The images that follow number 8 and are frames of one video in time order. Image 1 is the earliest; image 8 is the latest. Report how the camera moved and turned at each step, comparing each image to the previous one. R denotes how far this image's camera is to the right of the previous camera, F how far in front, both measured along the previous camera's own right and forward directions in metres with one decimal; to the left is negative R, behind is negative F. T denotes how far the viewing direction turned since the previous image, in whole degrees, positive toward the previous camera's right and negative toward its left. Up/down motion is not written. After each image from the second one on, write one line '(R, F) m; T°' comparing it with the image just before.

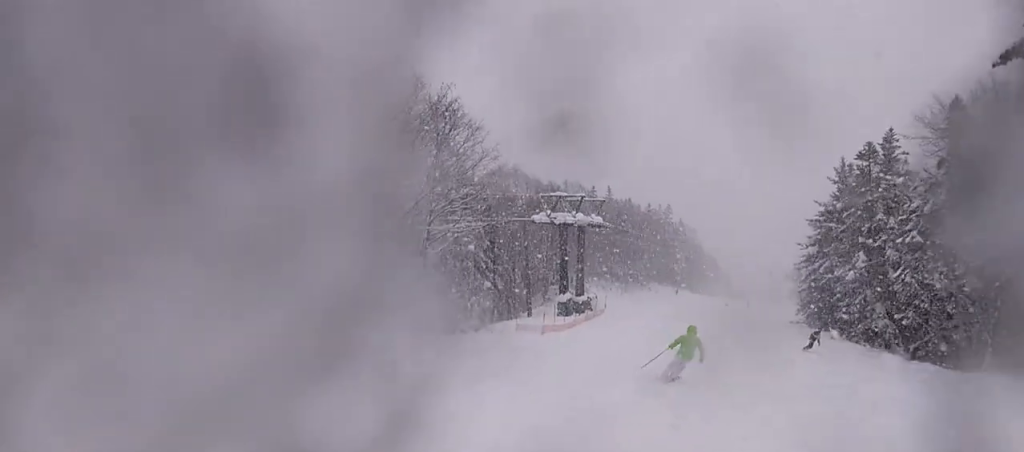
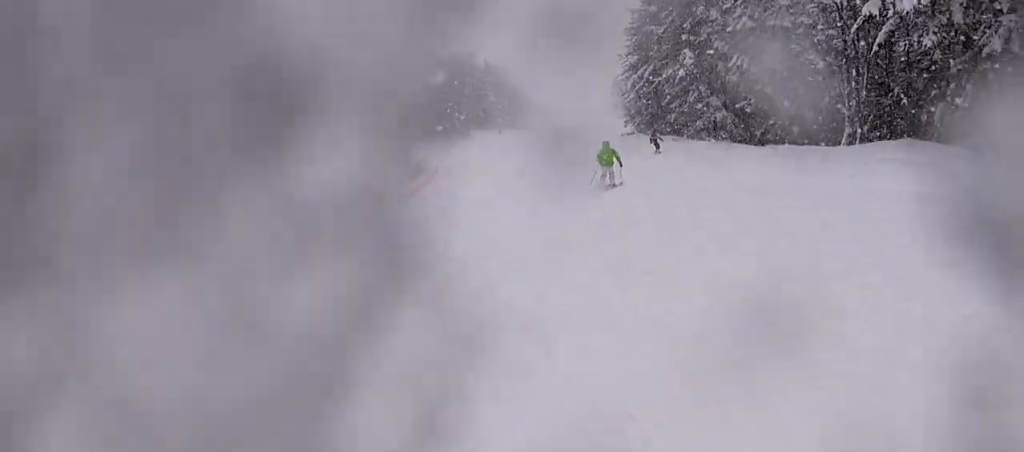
(+0.8, +2.9) m; +28°
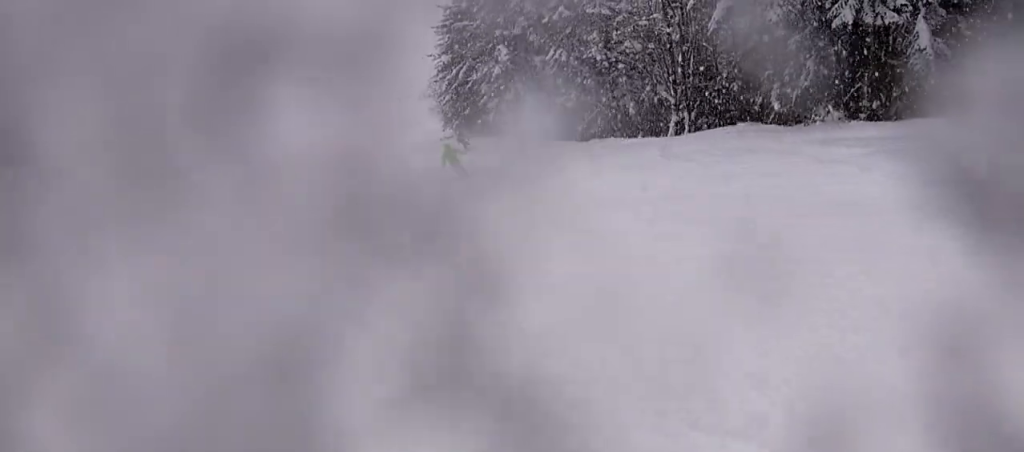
(+0.8, +3.0) m; +15°
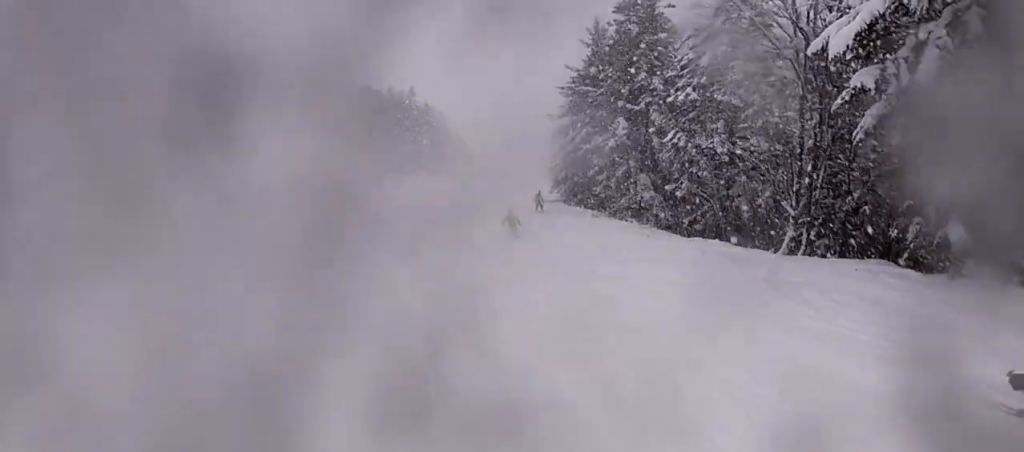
(+1.1, +3.1) m; -17°
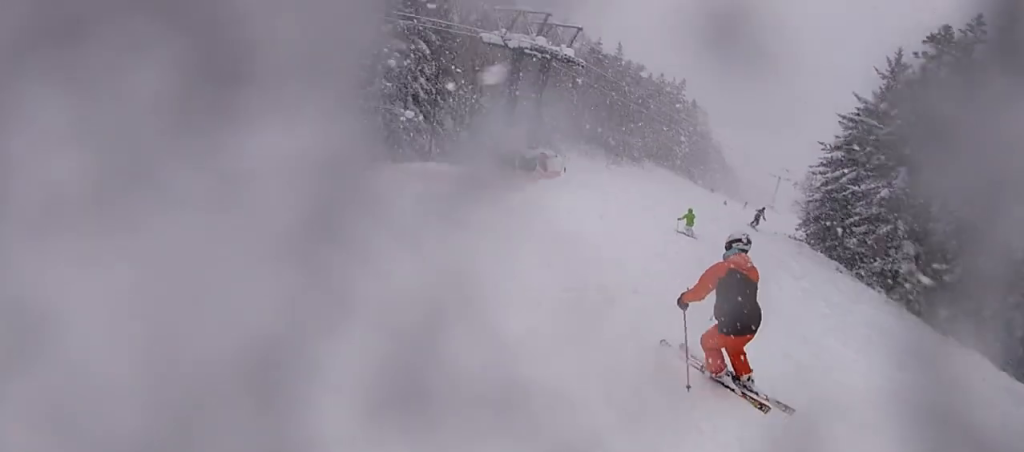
(-1.7, +2.3) m; -23°
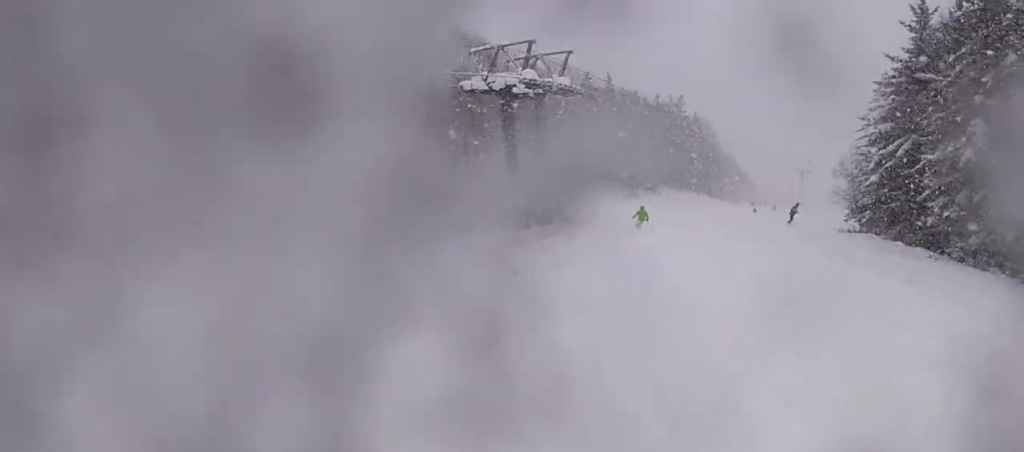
(-0.9, +5.4) m; +20°
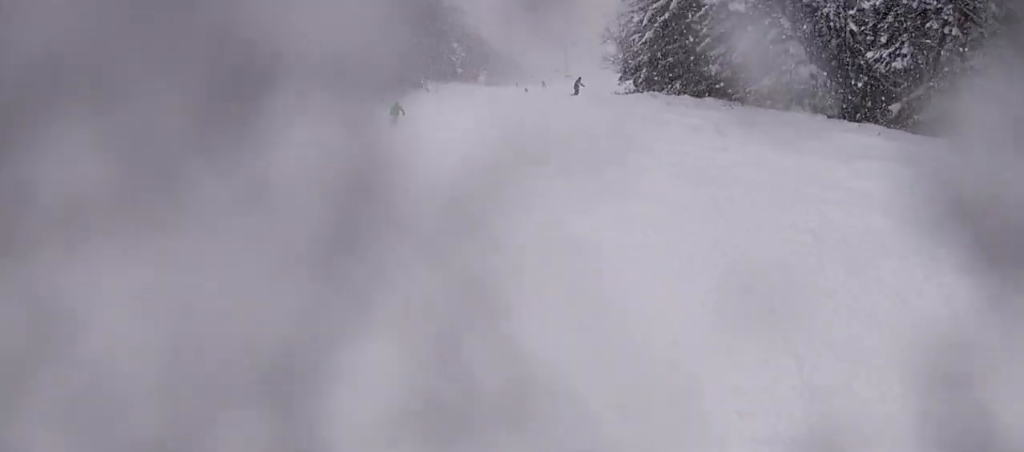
(+1.2, +2.9) m; +15°
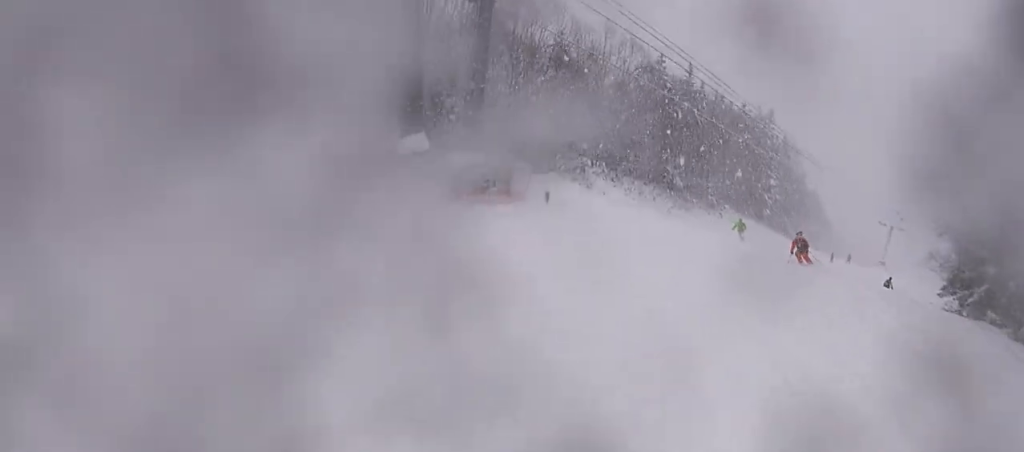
(-2.6, +10.2) m; -43°
